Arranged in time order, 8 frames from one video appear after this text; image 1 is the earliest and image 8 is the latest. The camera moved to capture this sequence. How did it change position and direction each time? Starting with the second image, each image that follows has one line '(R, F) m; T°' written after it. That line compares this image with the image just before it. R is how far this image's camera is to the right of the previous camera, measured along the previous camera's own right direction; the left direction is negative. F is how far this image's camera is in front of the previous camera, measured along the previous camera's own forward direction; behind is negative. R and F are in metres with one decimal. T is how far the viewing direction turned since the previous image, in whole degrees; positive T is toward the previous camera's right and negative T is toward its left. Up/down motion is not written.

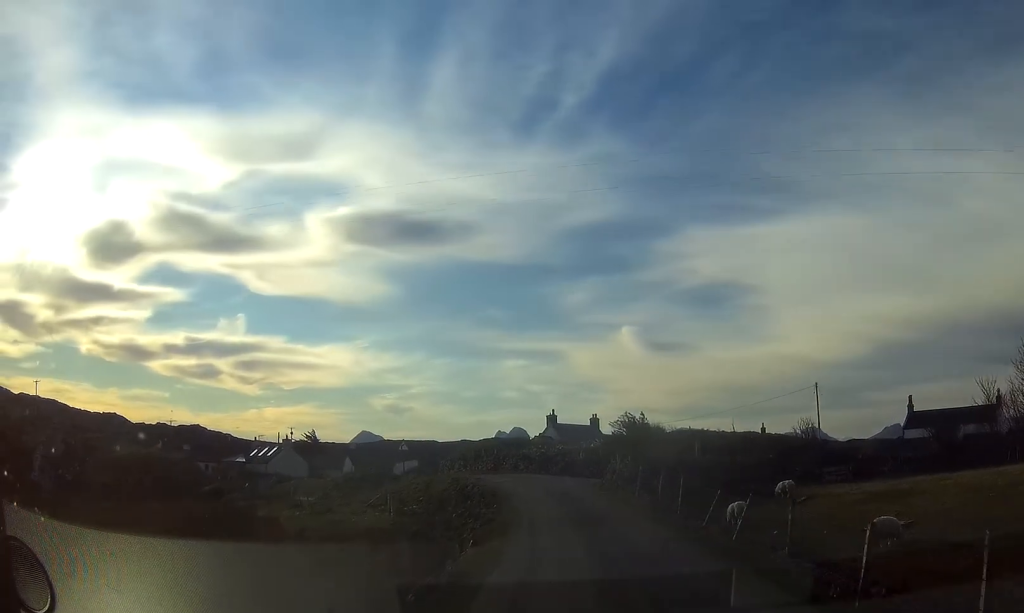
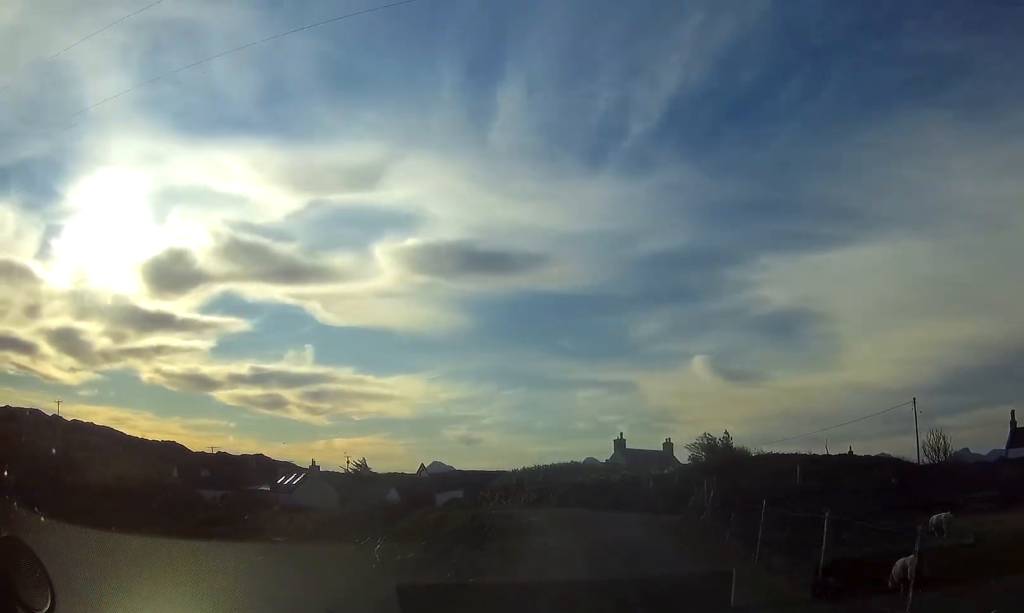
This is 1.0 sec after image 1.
(-0.5, +11.0) m; -5°
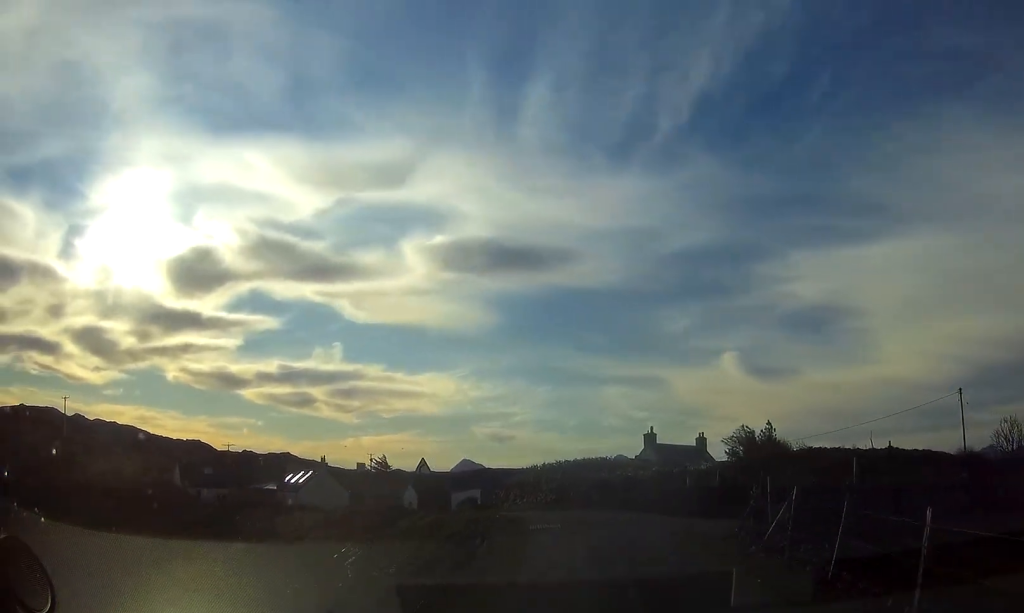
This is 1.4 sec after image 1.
(-0.1, +5.1) m; -2°
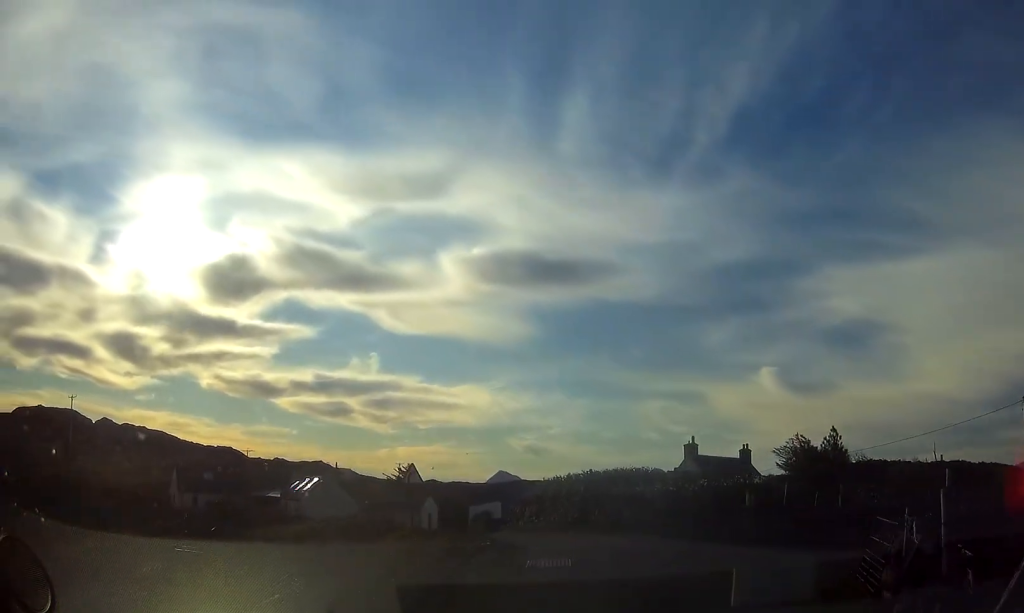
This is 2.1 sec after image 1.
(-0.2, +6.7) m; -3°
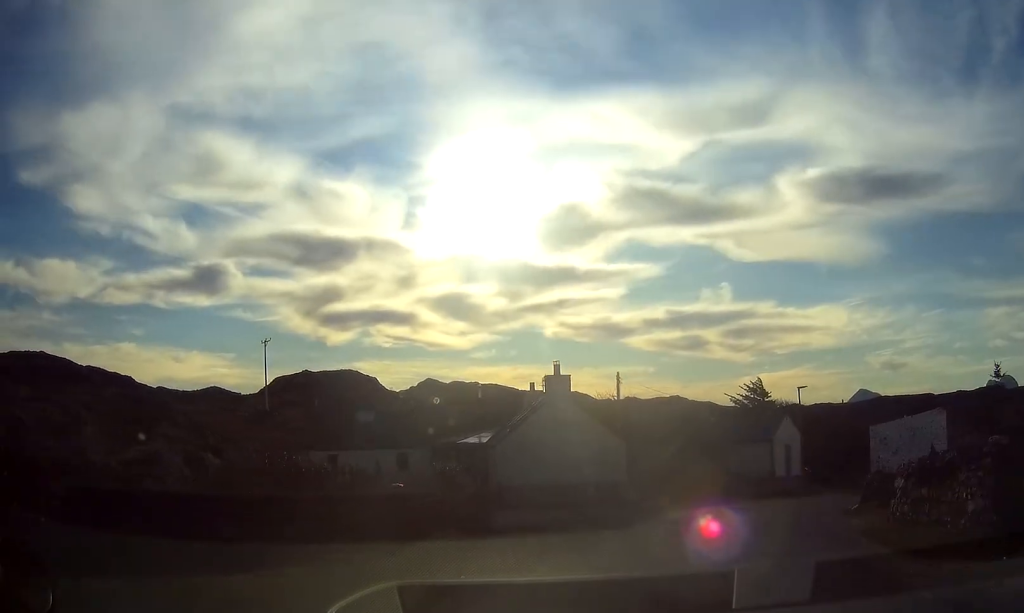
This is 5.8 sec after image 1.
(-8.4, +32.7) m; -28°
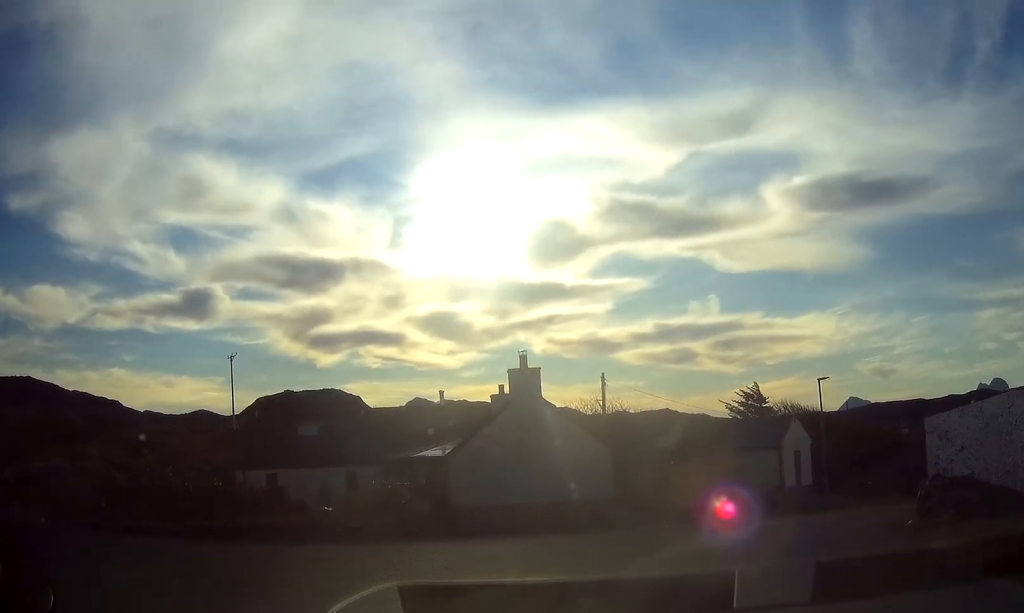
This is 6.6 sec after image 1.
(-0.1, +5.8) m; +1°
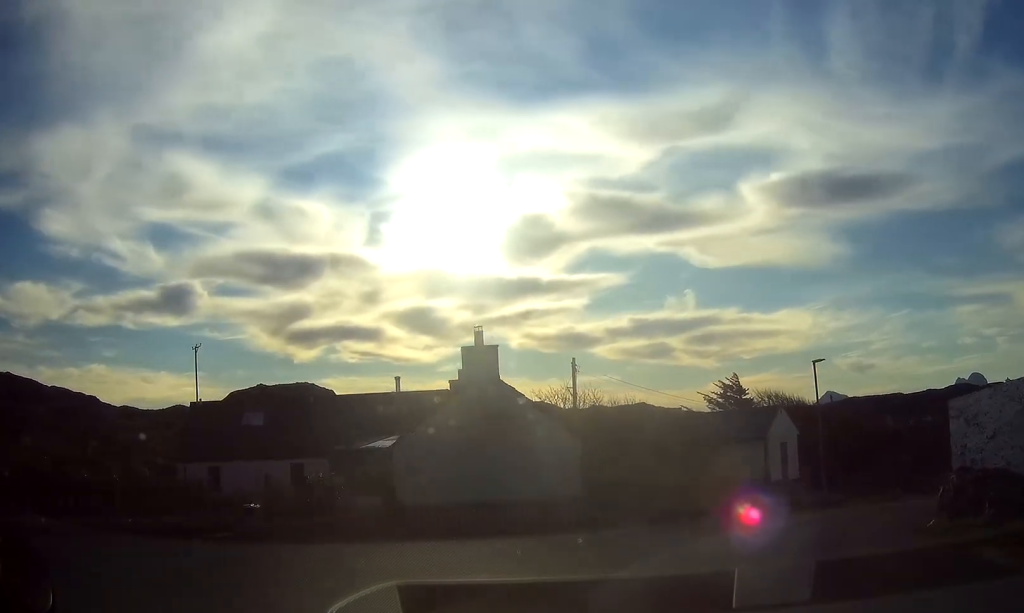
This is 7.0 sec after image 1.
(+0.1, +3.1) m; +2°
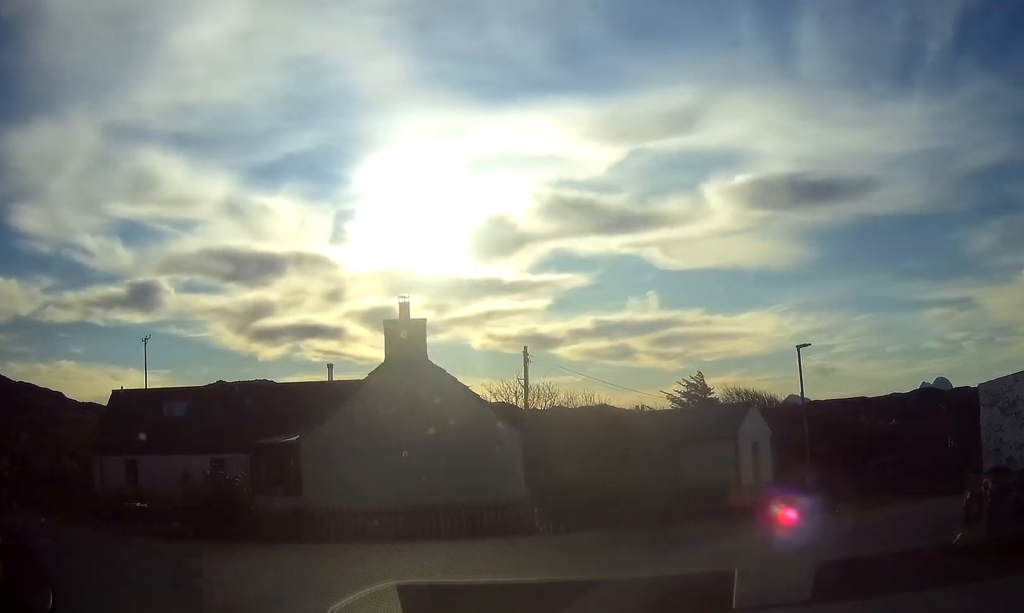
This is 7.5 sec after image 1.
(0.0, +3.4) m; +4°
